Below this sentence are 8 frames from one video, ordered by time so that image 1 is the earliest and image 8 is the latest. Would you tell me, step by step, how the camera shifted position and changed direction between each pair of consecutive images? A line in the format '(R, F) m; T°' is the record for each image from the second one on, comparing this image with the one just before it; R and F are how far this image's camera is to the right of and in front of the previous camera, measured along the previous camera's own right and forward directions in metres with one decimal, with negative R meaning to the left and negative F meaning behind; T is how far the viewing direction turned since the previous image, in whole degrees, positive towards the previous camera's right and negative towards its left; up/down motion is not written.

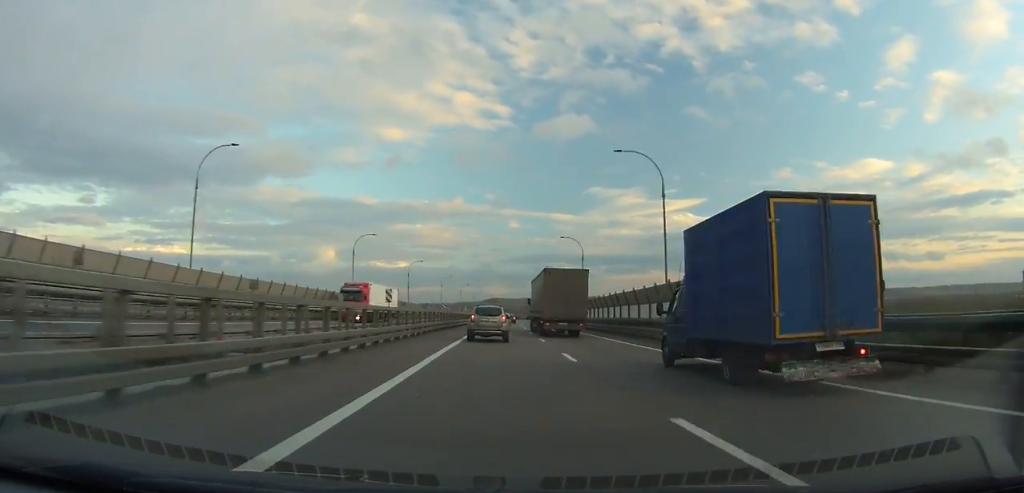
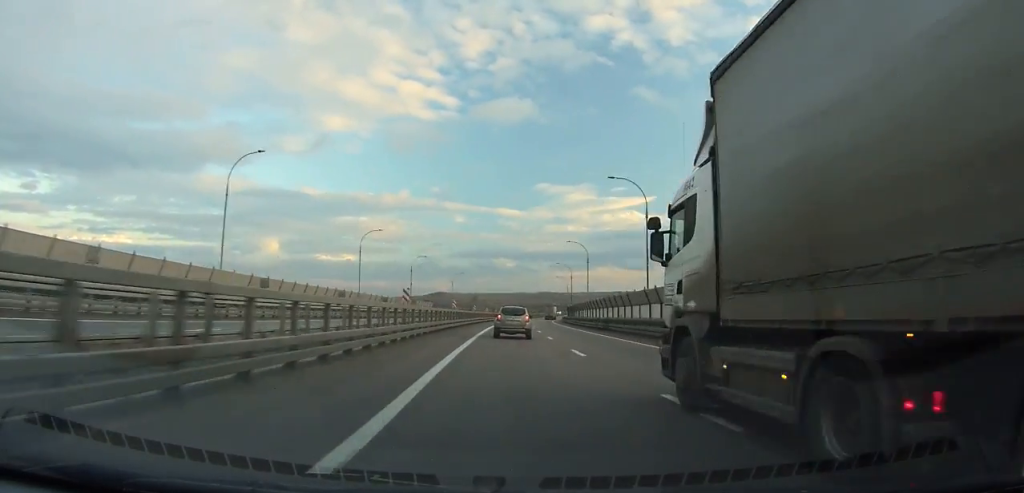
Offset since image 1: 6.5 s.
(+5.1, +174.2) m; +4°
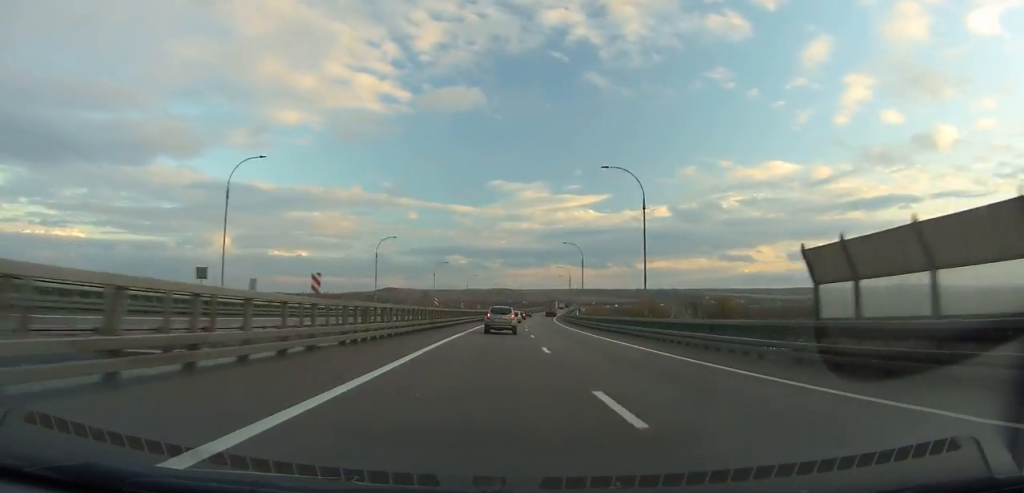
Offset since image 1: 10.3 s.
(+3.6, +107.5) m; +5°
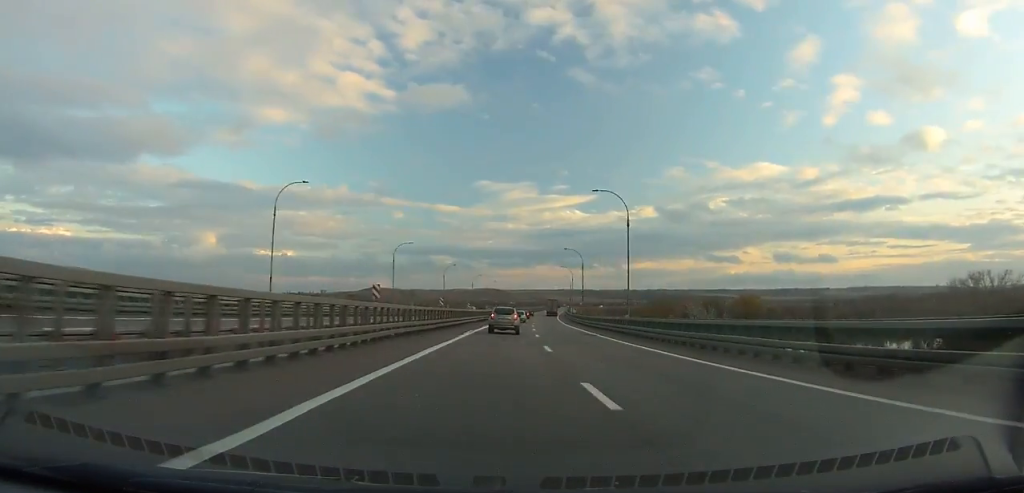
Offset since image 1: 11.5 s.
(+0.7, +34.6) m; +1°
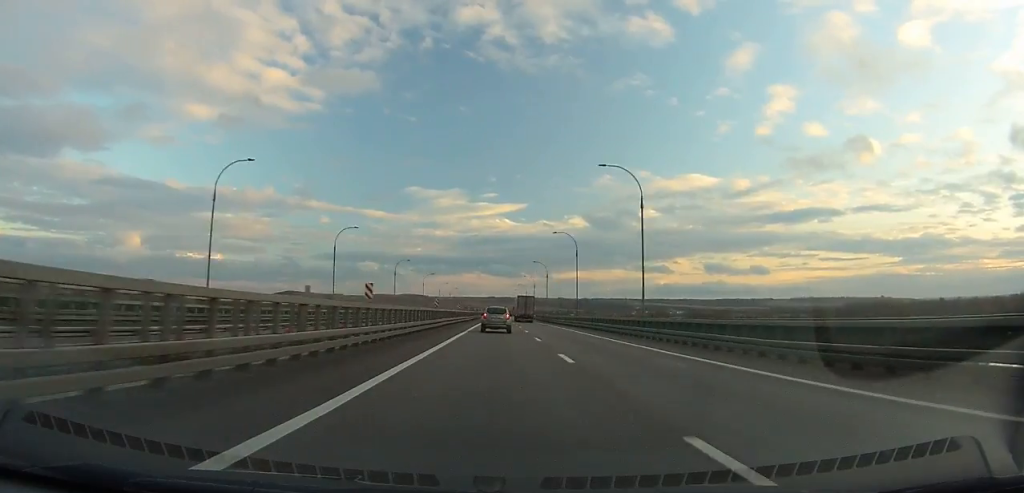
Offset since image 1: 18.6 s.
(+14.9, +207.1) m; +7°
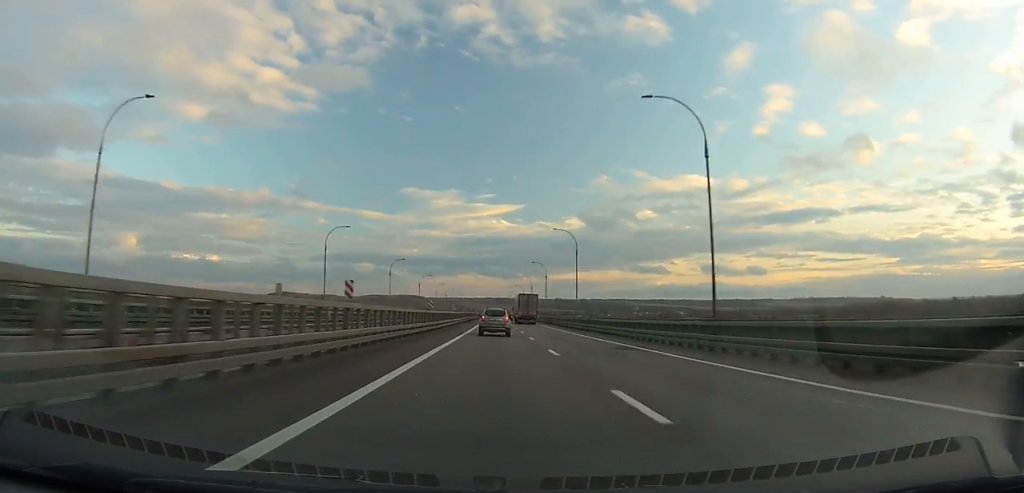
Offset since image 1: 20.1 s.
(+0.3, +44.1) m; +1°
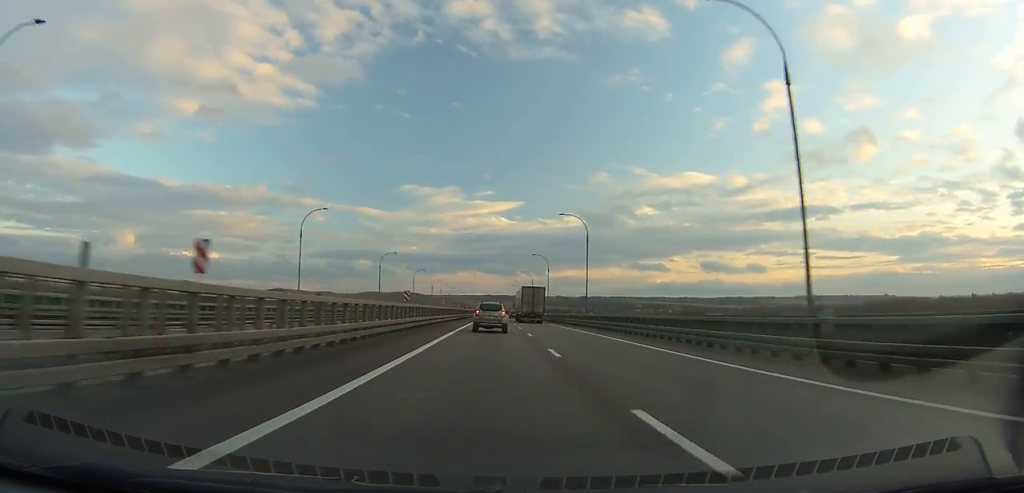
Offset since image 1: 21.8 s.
(+0.4, +49.6) m; 0°
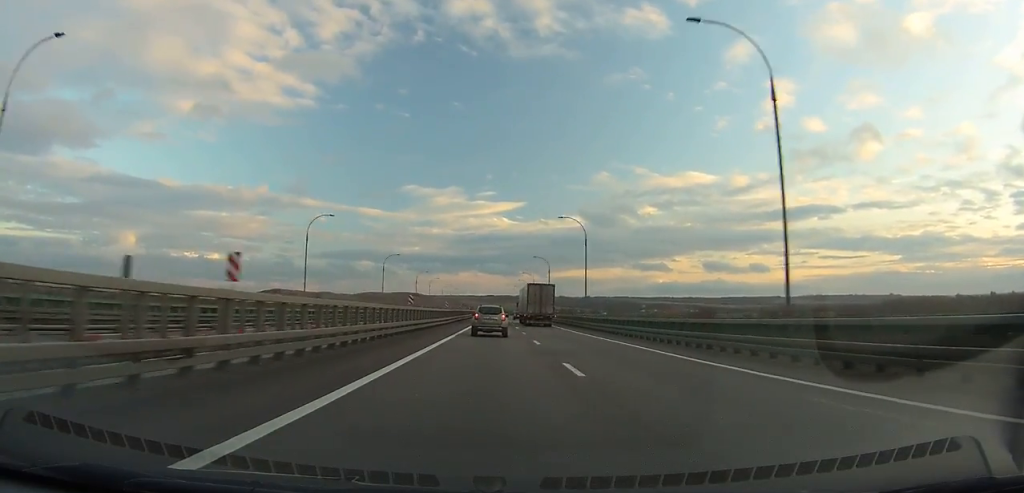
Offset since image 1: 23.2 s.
(+0.1, +40.7) m; 0°
